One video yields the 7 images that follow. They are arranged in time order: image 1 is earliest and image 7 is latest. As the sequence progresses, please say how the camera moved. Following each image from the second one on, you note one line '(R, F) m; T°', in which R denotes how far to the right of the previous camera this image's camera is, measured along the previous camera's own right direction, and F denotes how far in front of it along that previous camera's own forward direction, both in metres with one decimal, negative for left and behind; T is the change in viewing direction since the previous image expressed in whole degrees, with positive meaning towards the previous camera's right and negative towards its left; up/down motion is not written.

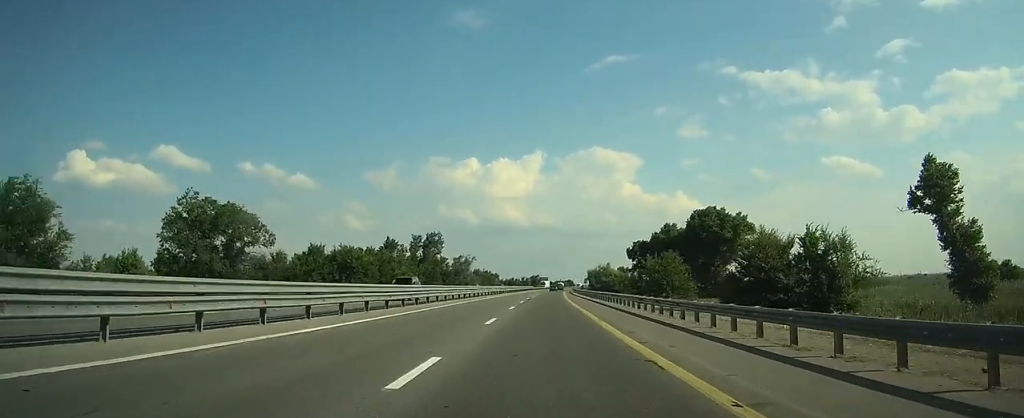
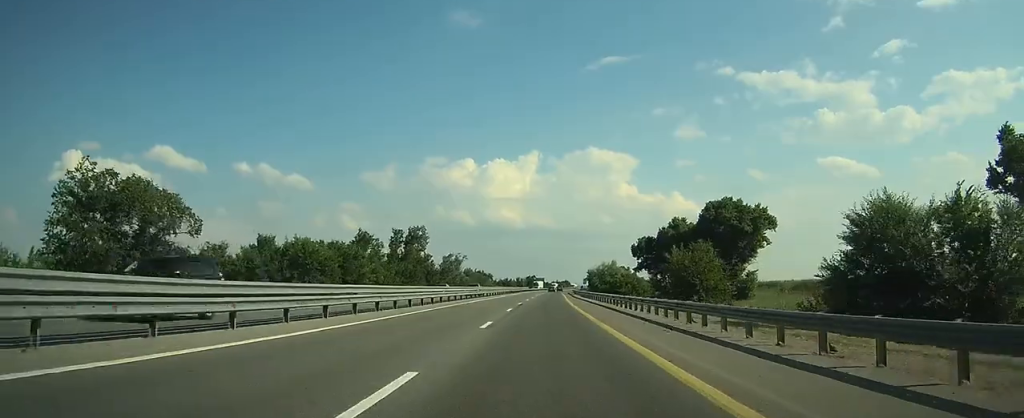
(+0.1, +13.6) m; +1°
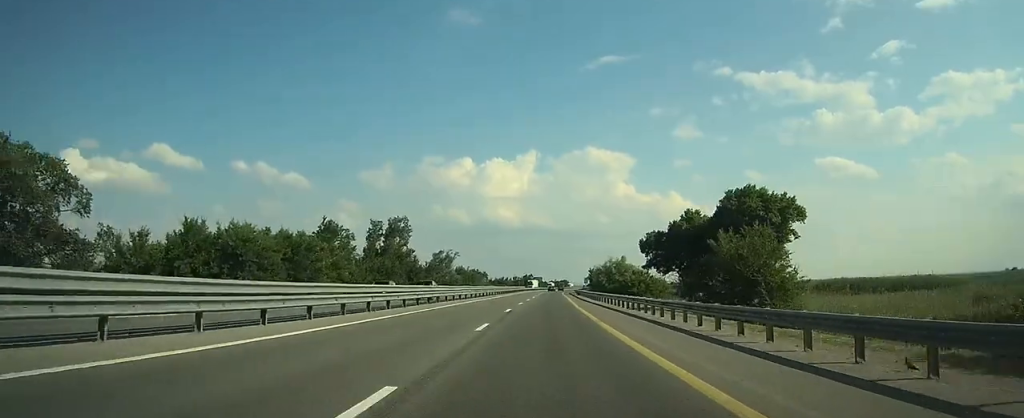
(0.0, +13.6) m; 0°
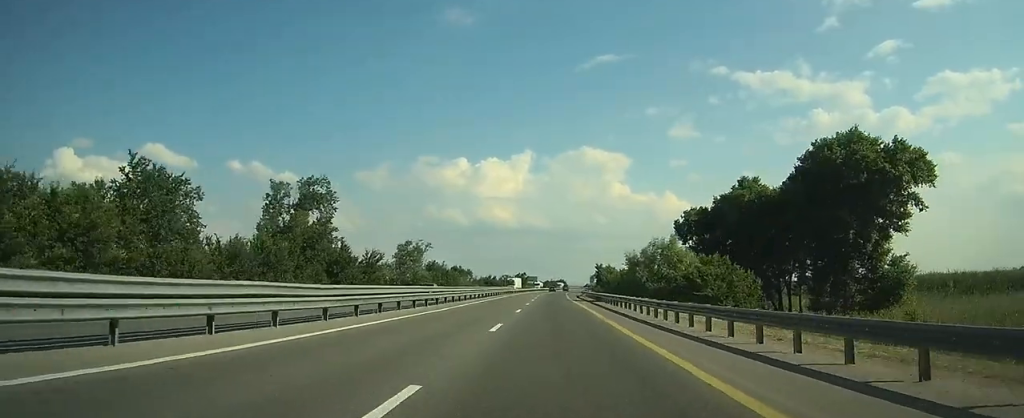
(+0.4, +36.4) m; +1°
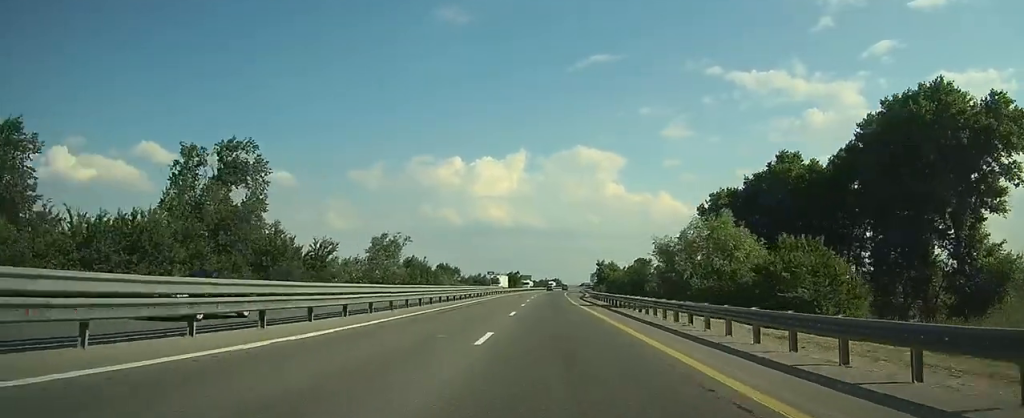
(+0.1, +16.4) m; 0°
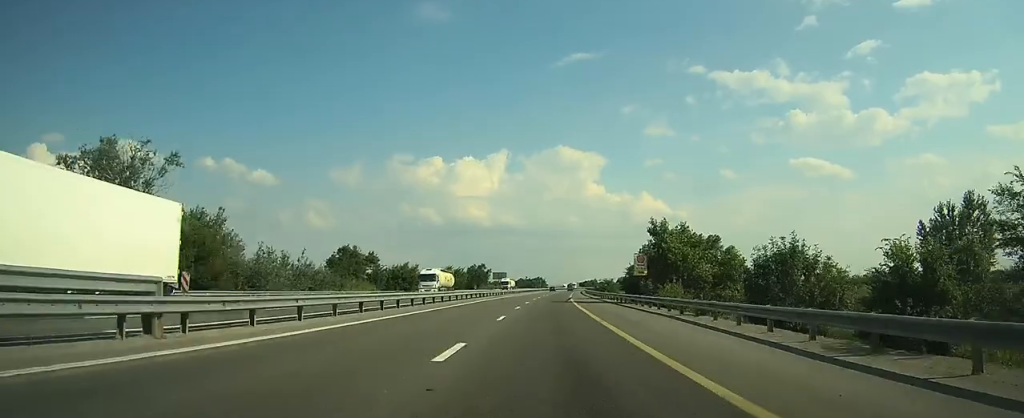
(+1.2, +75.4) m; +2°
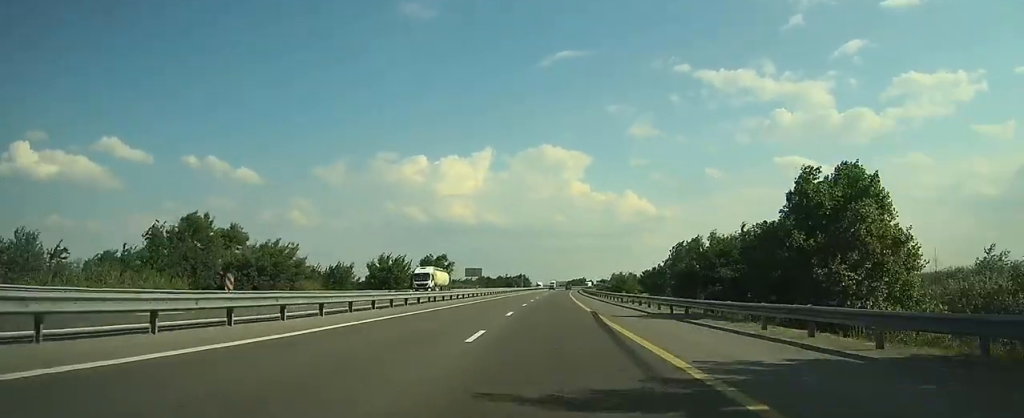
(+0.3, +44.6) m; +1°
